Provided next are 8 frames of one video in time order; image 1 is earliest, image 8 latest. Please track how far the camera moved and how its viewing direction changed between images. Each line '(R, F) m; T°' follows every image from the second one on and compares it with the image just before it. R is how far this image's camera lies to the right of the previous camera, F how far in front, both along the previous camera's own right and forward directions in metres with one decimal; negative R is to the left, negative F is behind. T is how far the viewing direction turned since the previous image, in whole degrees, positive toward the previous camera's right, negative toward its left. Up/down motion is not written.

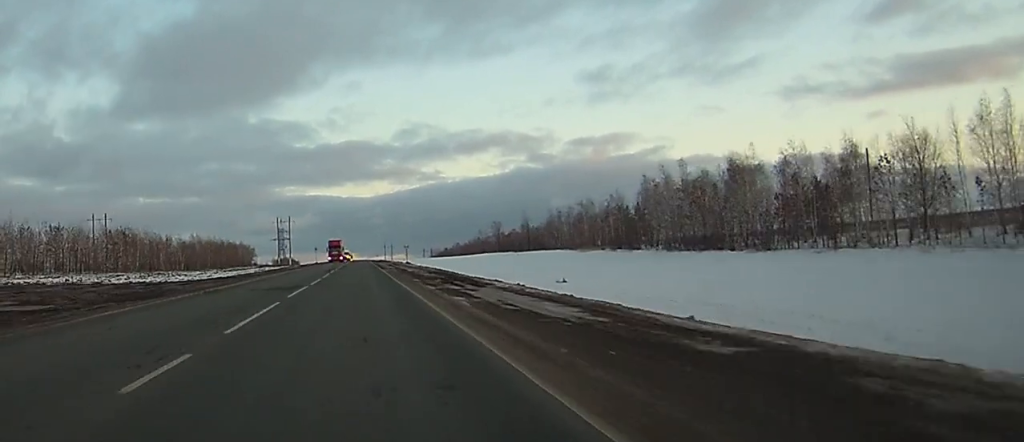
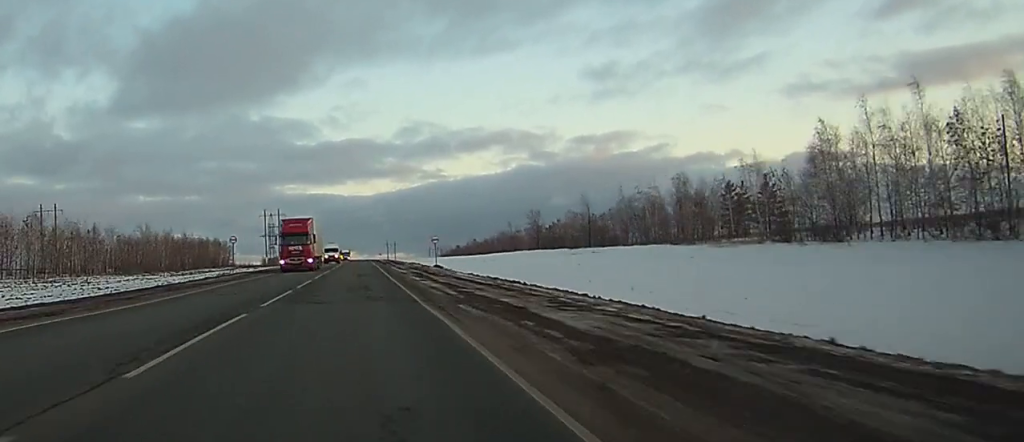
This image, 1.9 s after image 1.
(0.0, +52.8) m; 0°
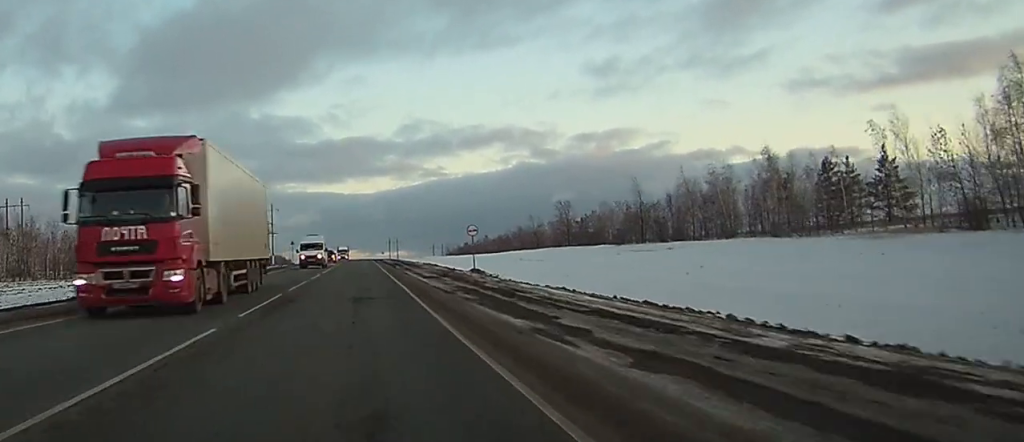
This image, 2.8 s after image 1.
(-0.1, +27.2) m; 0°
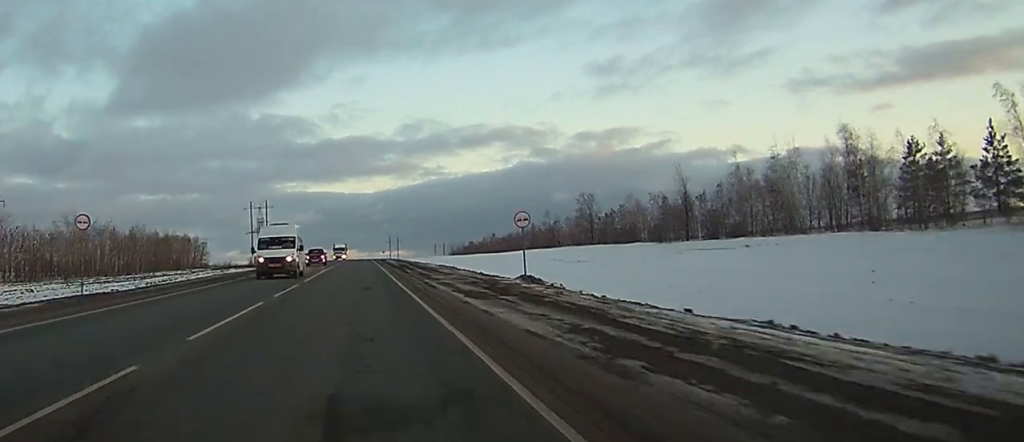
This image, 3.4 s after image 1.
(+0.1, +16.8) m; 0°
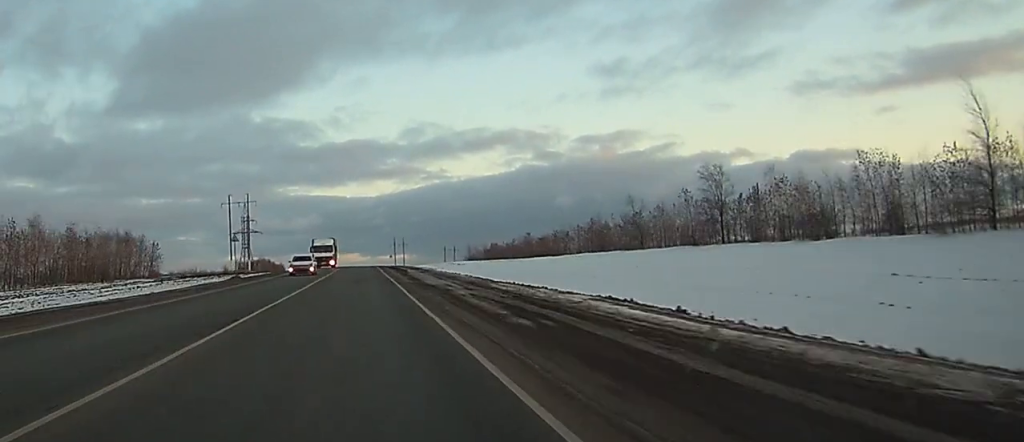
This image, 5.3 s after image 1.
(+0.5, +52.5) m; 0°
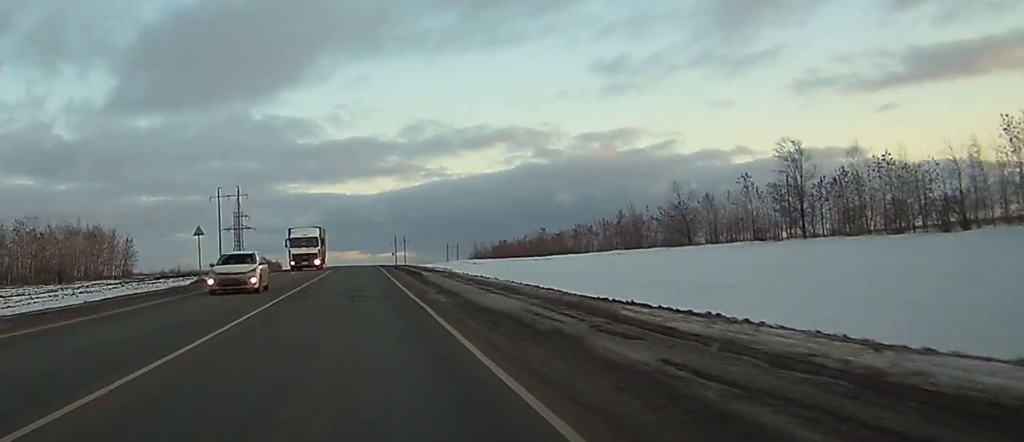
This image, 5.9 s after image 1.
(0.0, +17.9) m; 0°
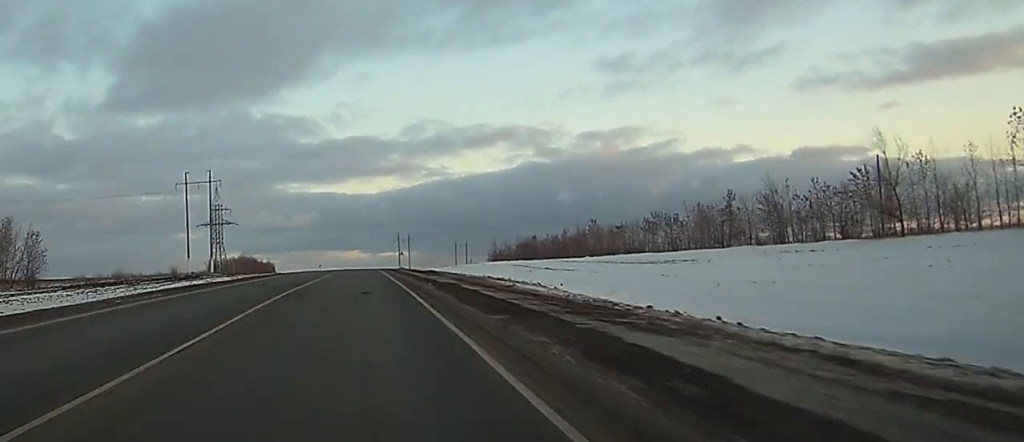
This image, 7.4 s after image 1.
(-0.3, +42.4) m; 0°
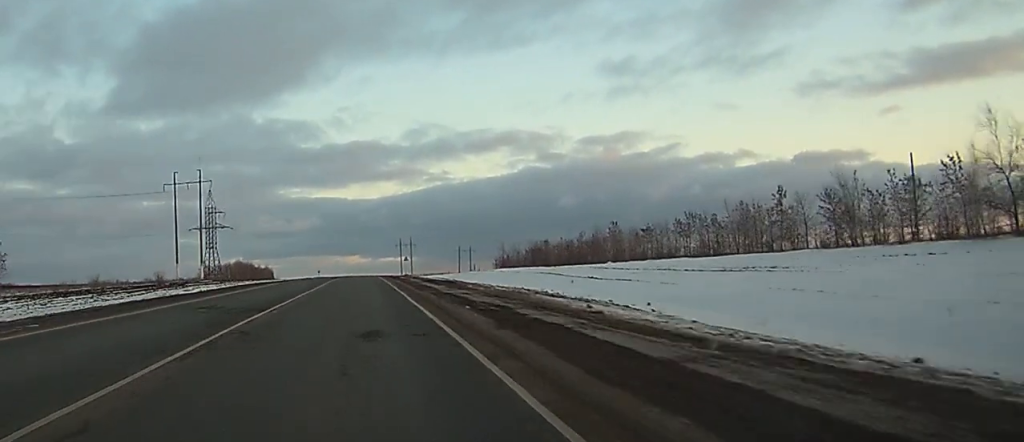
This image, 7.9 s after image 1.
(0.0, +12.2) m; 0°
